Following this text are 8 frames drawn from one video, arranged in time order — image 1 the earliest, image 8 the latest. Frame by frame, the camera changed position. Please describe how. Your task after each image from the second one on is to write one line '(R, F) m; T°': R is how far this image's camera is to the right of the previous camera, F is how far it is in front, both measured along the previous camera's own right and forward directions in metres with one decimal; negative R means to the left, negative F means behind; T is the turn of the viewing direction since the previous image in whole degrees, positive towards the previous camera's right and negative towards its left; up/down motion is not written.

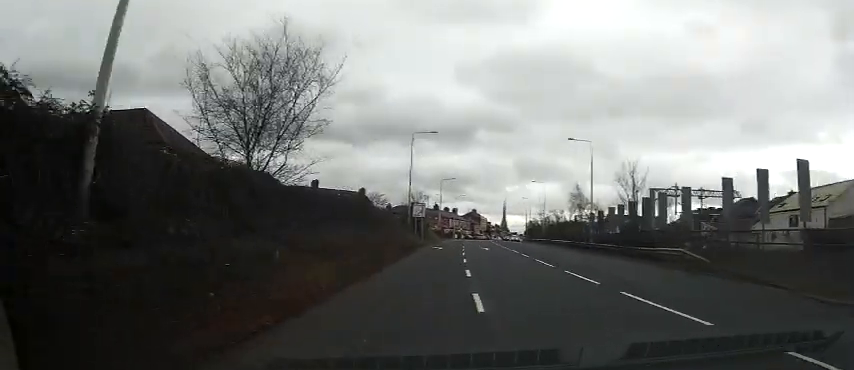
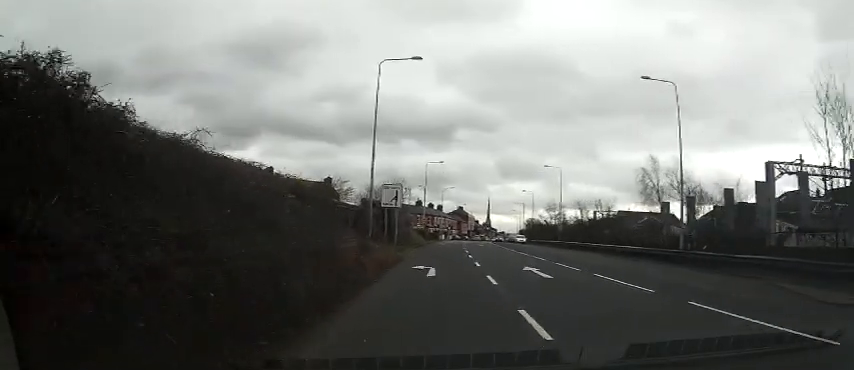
(+0.4, +20.2) m; +2°
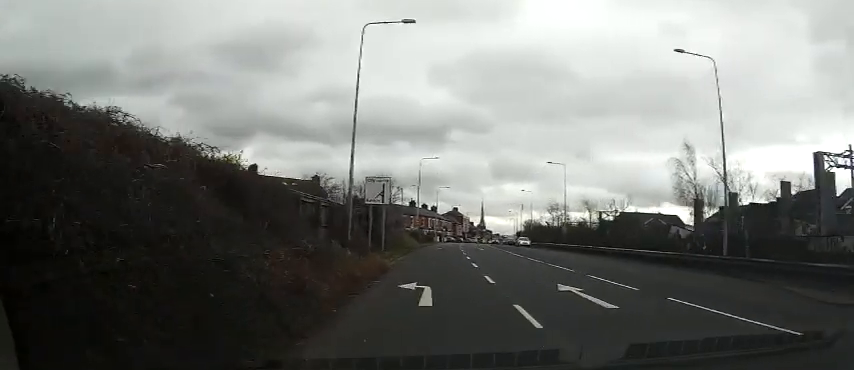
(0.0, +5.5) m; +1°
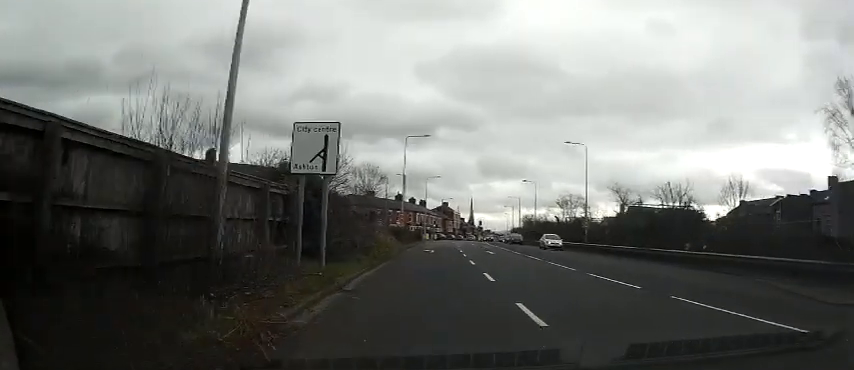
(+0.1, +12.1) m; +1°
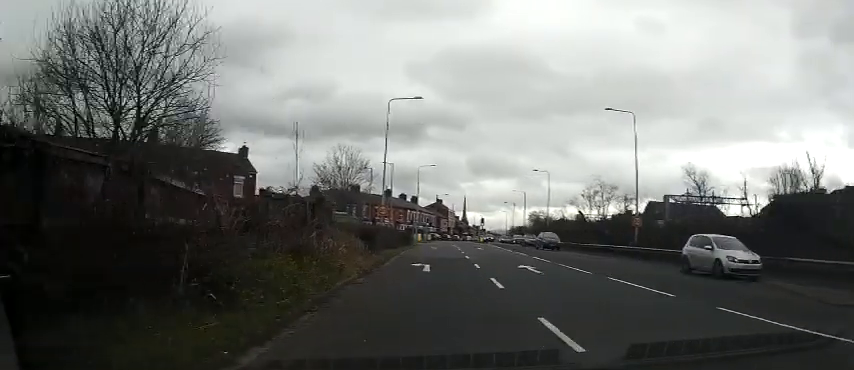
(+0.1, +14.2) m; 0°
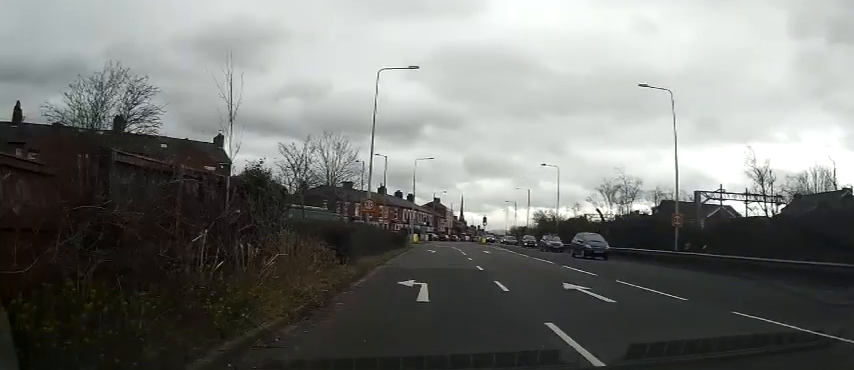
(-0.1, +6.5) m; 0°
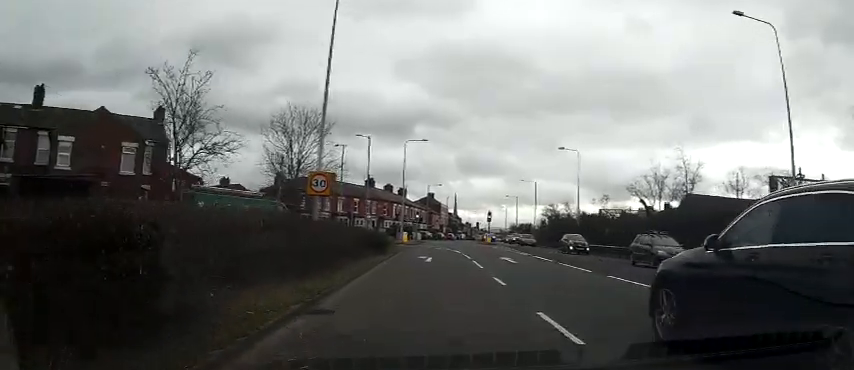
(+0.2, +11.3) m; +2°
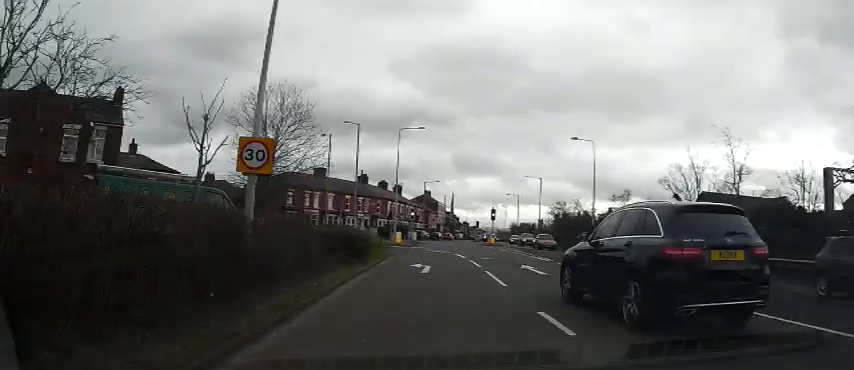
(+0.1, +5.6) m; 0°
